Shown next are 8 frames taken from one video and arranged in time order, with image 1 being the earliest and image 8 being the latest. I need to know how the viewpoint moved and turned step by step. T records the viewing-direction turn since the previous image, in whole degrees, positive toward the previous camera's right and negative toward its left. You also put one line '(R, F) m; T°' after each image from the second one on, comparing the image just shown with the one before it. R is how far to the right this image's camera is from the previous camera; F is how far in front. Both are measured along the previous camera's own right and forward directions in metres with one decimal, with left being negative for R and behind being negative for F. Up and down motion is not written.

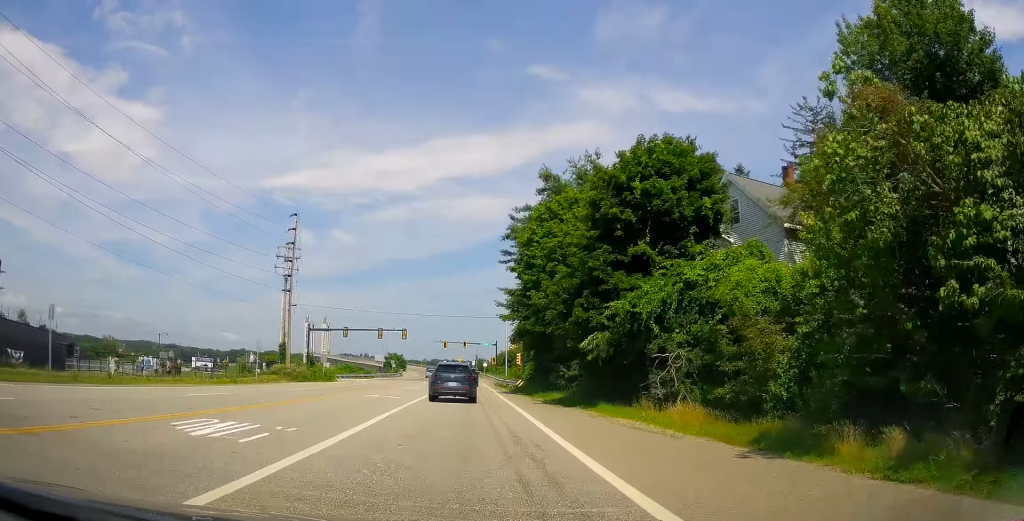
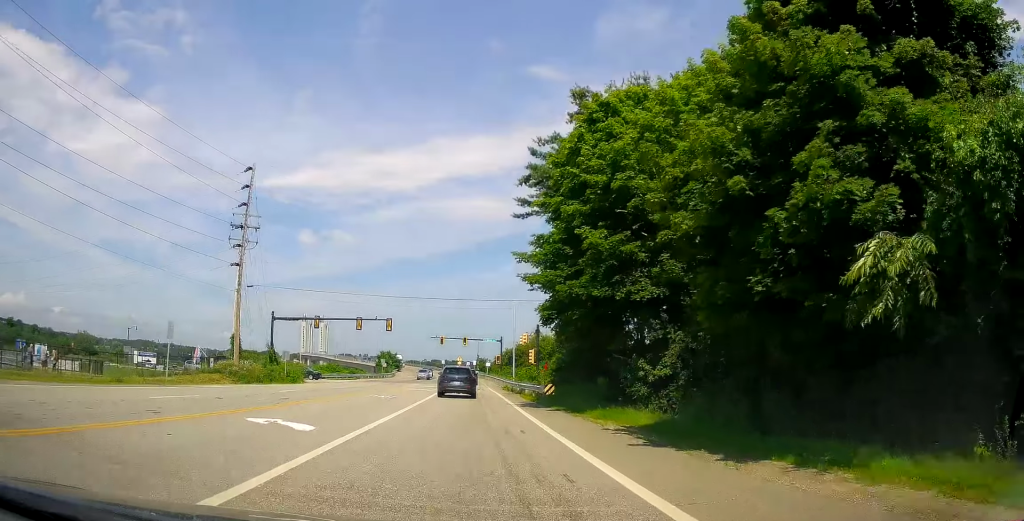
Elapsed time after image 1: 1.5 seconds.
(-0.2, +13.1) m; -2°
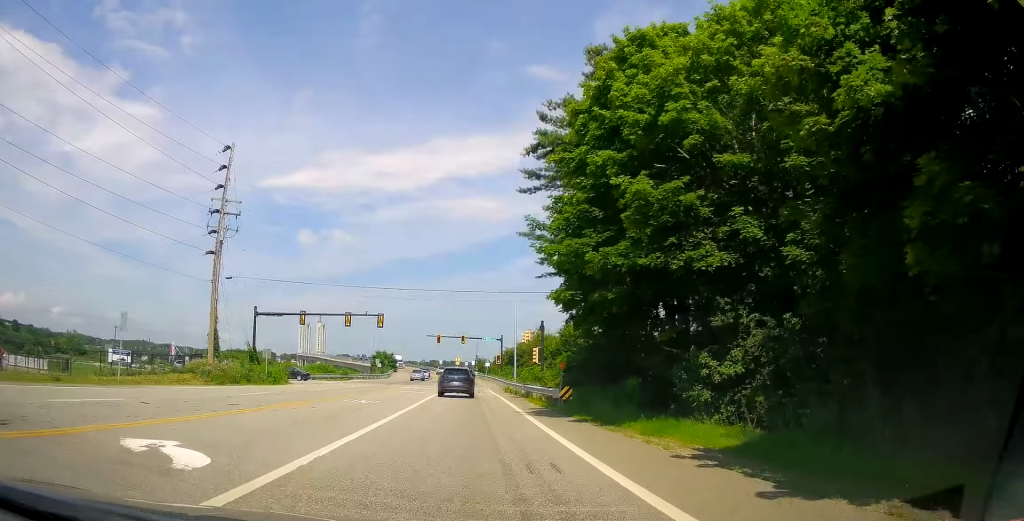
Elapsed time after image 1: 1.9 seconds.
(0.0, +4.2) m; 0°
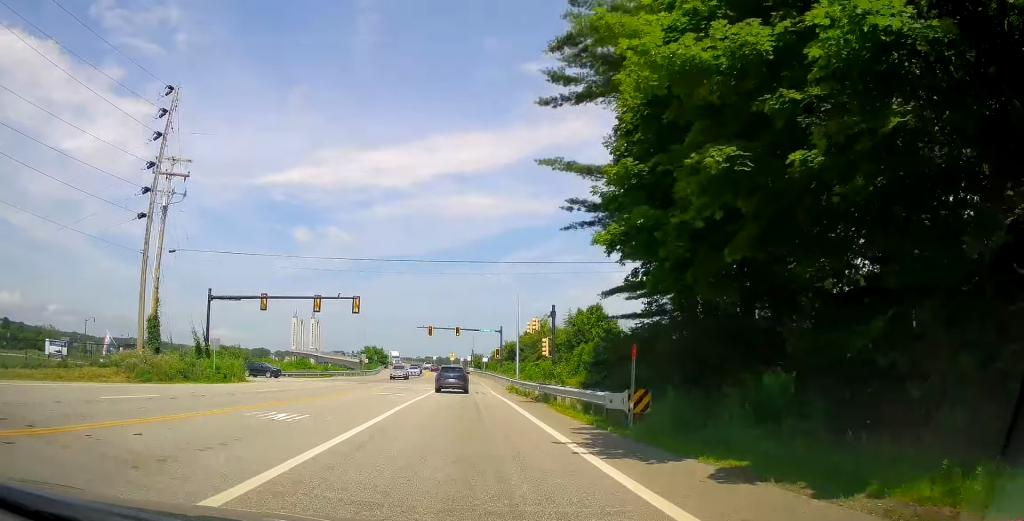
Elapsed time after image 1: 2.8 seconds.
(0.0, +8.8) m; 0°
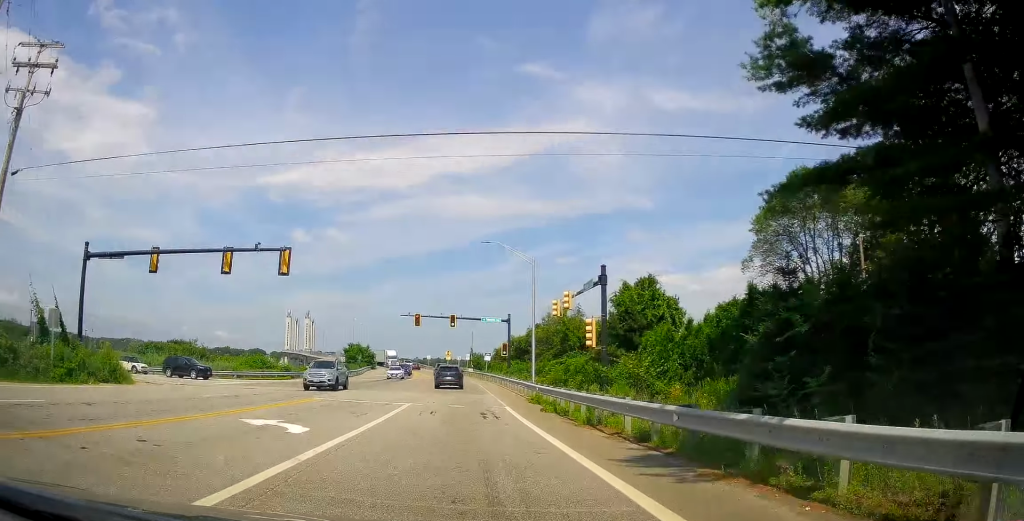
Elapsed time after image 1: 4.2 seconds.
(0.0, +16.5) m; +2°
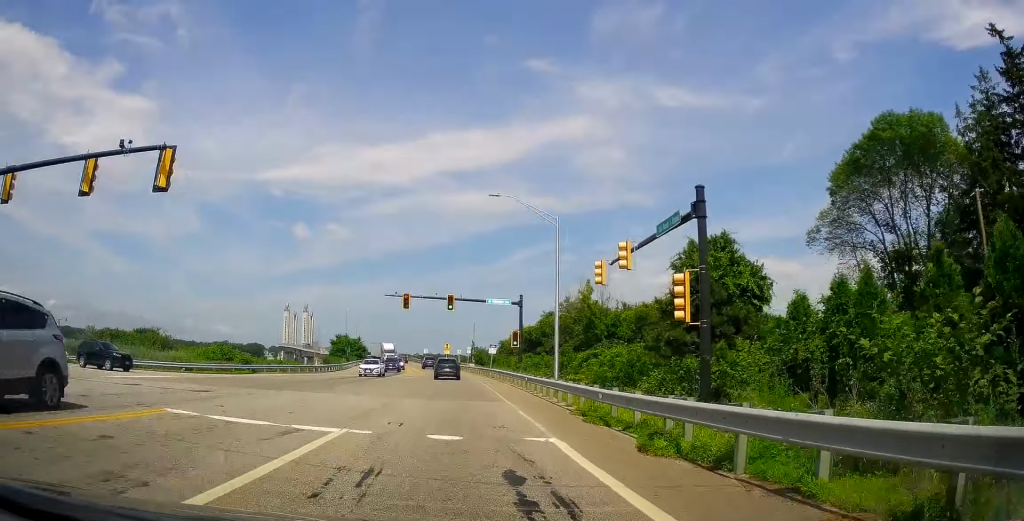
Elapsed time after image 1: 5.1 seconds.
(+0.4, +11.6) m; 0°
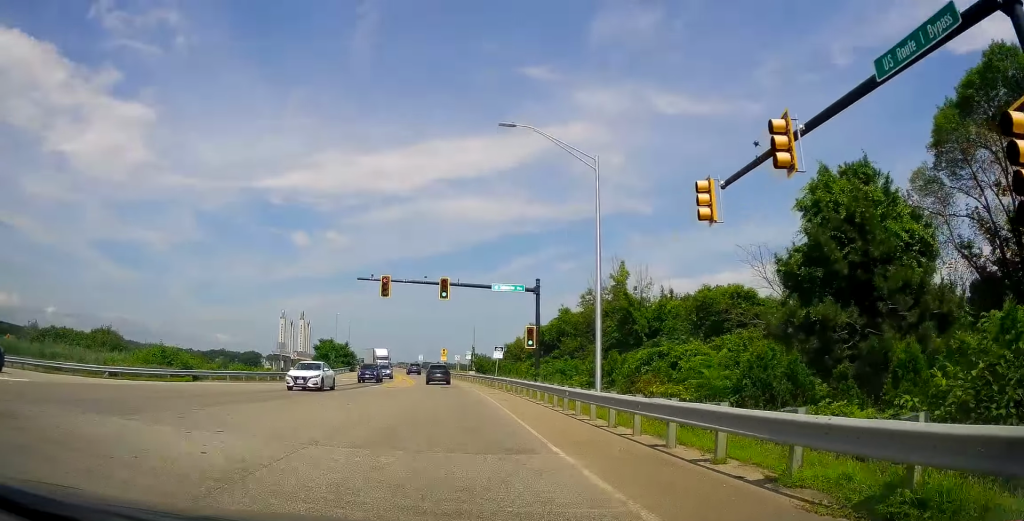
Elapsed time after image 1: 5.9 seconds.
(-0.2, +11.2) m; -3°
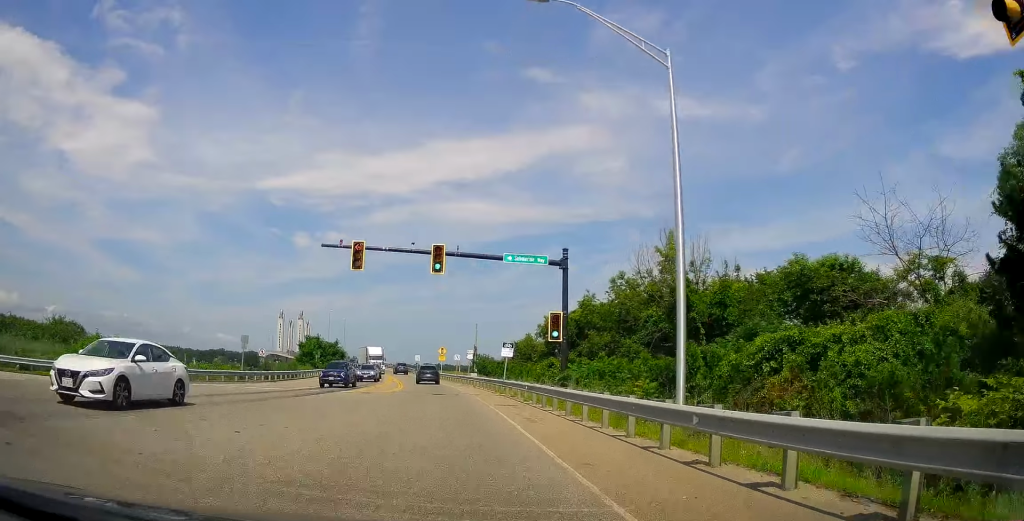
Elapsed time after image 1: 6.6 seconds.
(-0.2, +9.2) m; 0°
